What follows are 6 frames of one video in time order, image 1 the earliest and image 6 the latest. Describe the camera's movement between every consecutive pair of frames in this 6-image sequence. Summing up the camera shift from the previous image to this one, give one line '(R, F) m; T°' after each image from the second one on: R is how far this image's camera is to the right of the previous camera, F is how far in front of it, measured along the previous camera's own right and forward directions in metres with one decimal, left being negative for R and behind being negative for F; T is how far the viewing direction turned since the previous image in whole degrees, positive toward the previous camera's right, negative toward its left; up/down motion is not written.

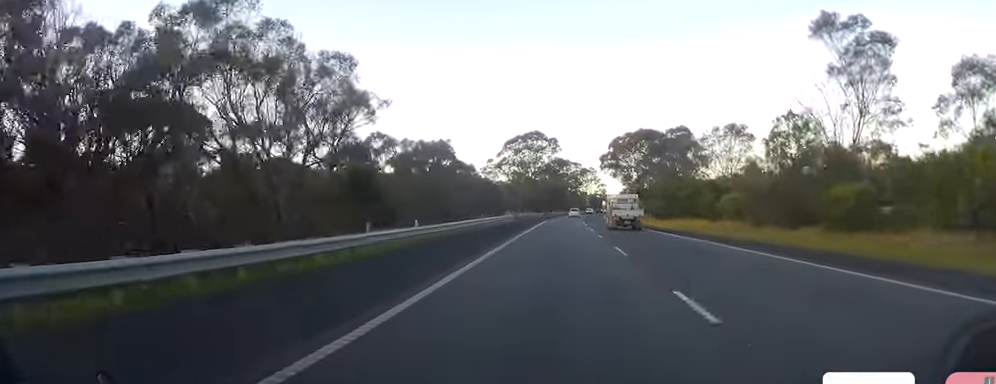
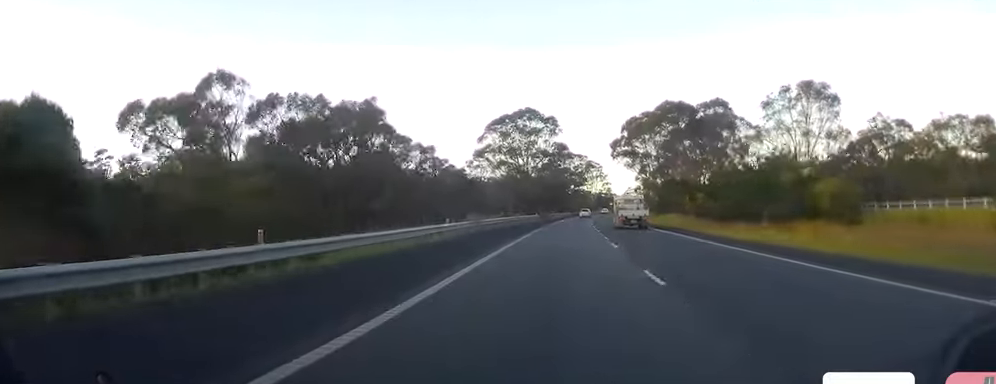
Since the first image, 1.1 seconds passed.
(-0.8, +31.5) m; -1°
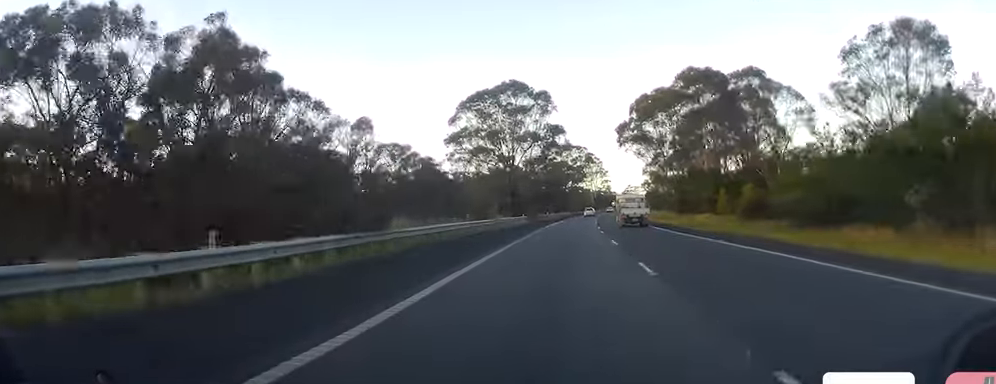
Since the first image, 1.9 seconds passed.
(+0.1, +22.0) m; 0°
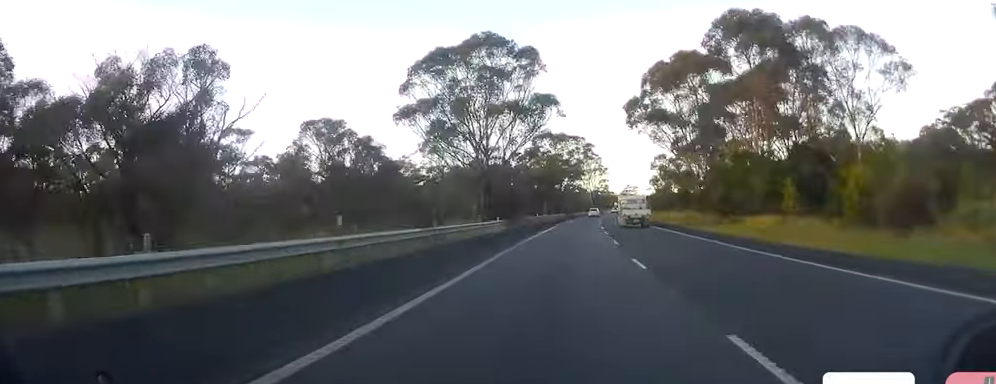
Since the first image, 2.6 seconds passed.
(0.0, +22.0) m; 0°
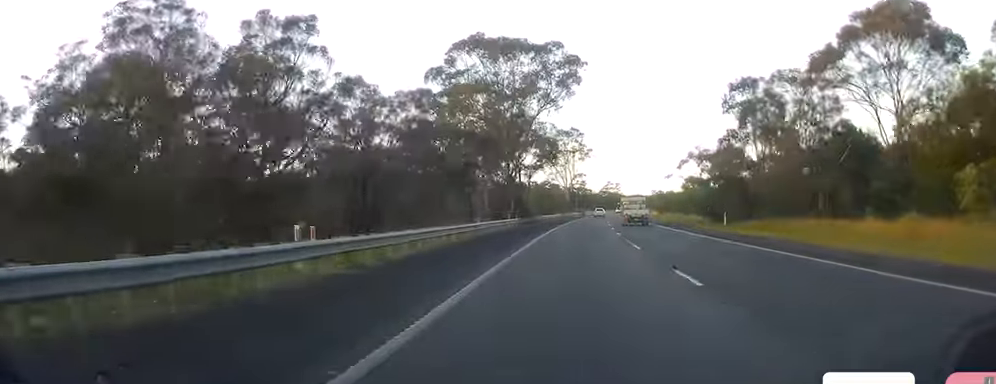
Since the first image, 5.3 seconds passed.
(+1.5, +75.8) m; +2°
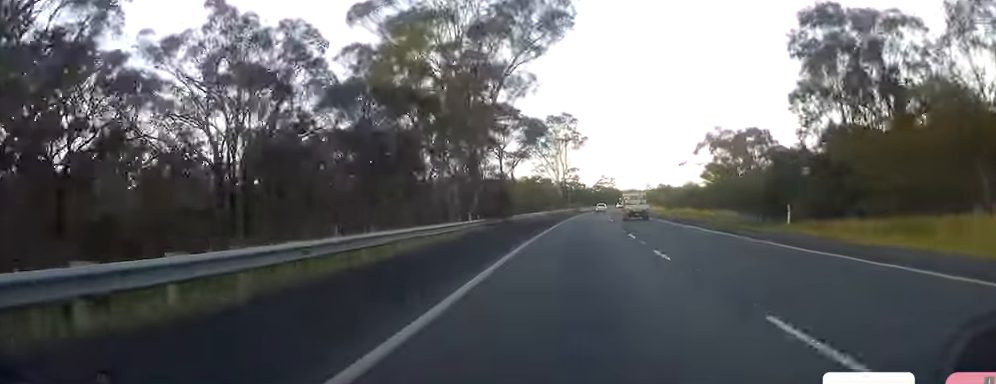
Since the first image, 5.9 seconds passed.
(0.0, +19.3) m; +1°
